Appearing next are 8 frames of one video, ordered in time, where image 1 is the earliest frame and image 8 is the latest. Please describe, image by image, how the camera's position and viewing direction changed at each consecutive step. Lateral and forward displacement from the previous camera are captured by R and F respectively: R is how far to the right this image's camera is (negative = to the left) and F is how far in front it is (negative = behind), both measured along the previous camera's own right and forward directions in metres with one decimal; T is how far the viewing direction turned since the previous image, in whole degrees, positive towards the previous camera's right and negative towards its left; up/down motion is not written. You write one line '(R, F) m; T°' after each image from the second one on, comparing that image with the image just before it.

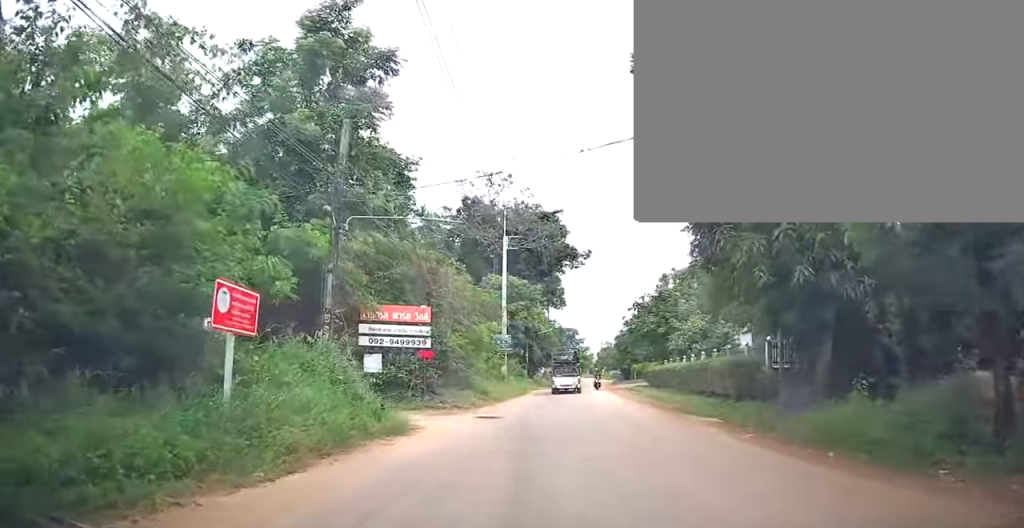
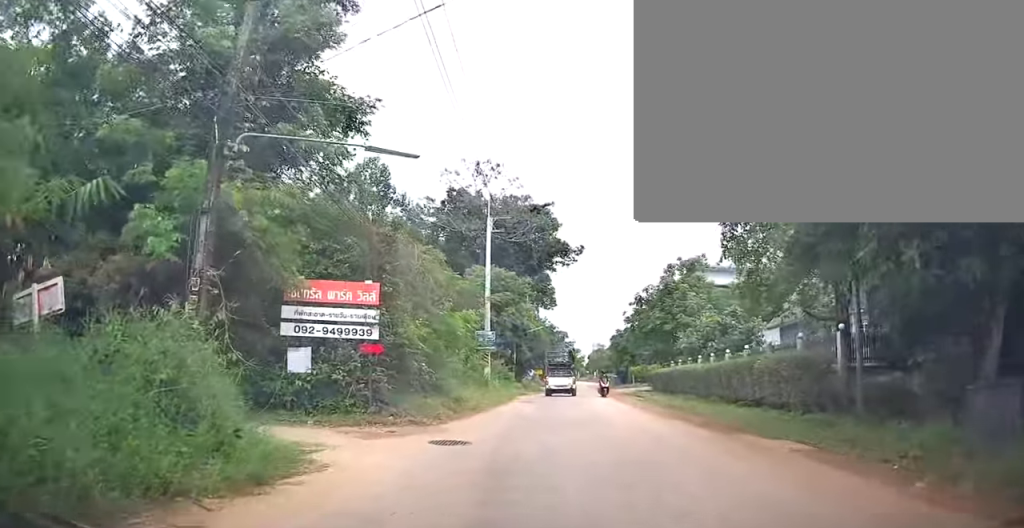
(0.0, +5.5) m; -1°
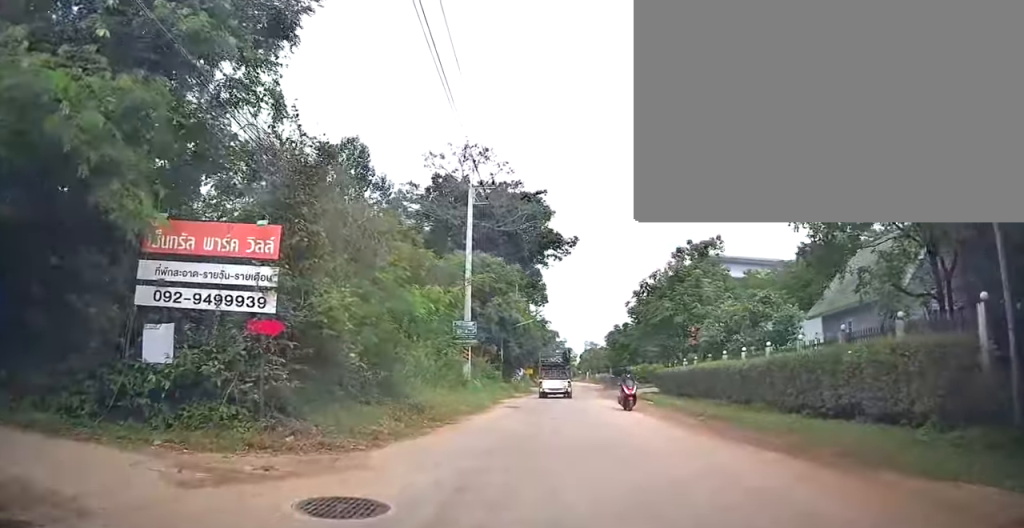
(-0.1, +5.6) m; 0°
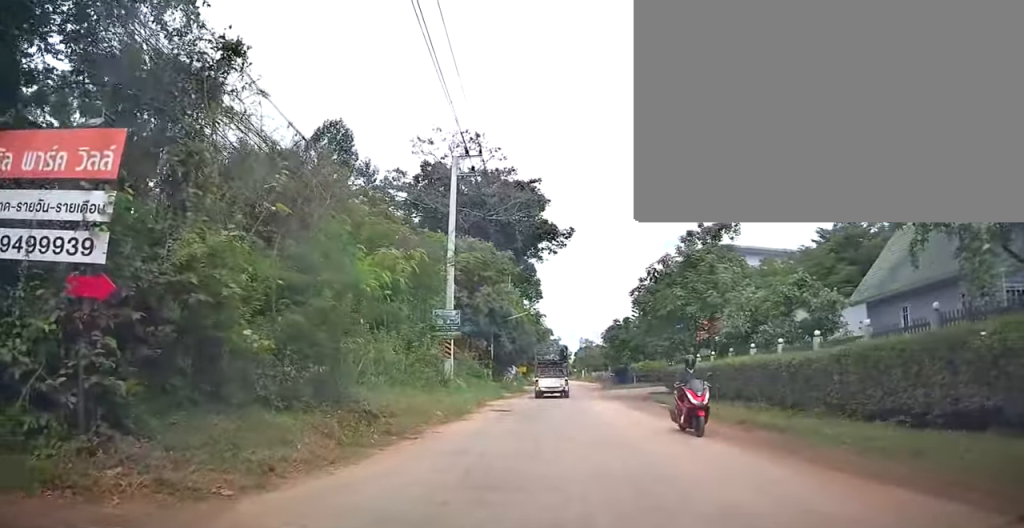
(-0.2, +4.0) m; +1°
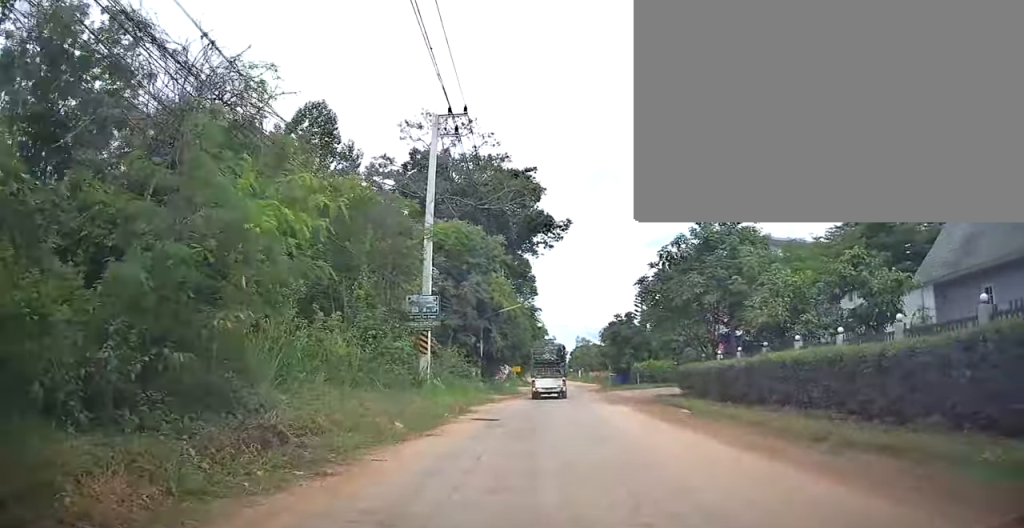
(+0.4, +3.9) m; 0°
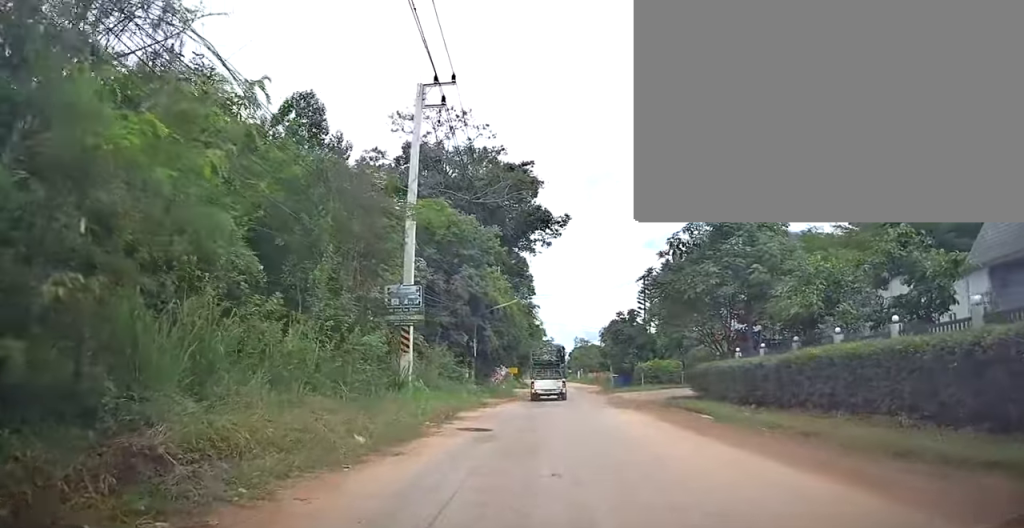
(+0.1, +2.6) m; -1°
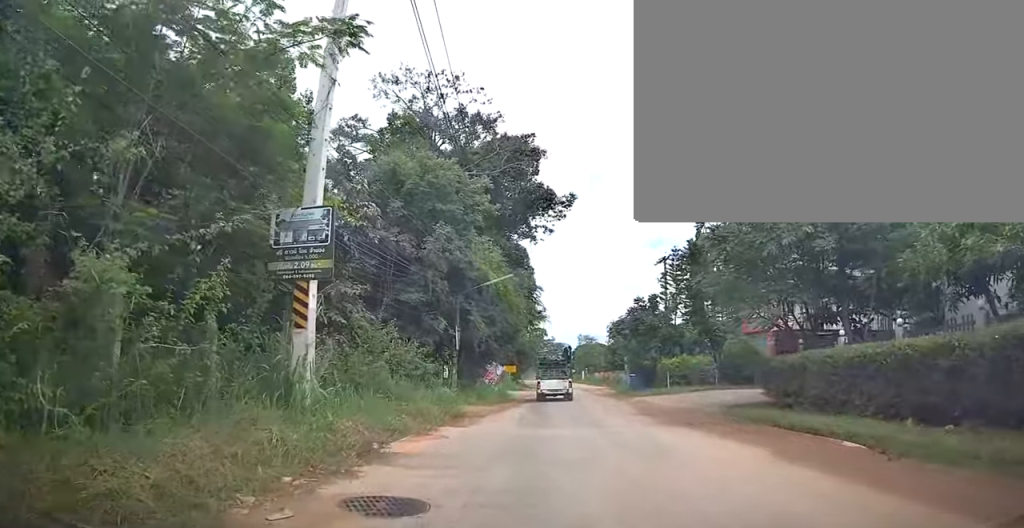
(-0.5, +8.4) m; -2°
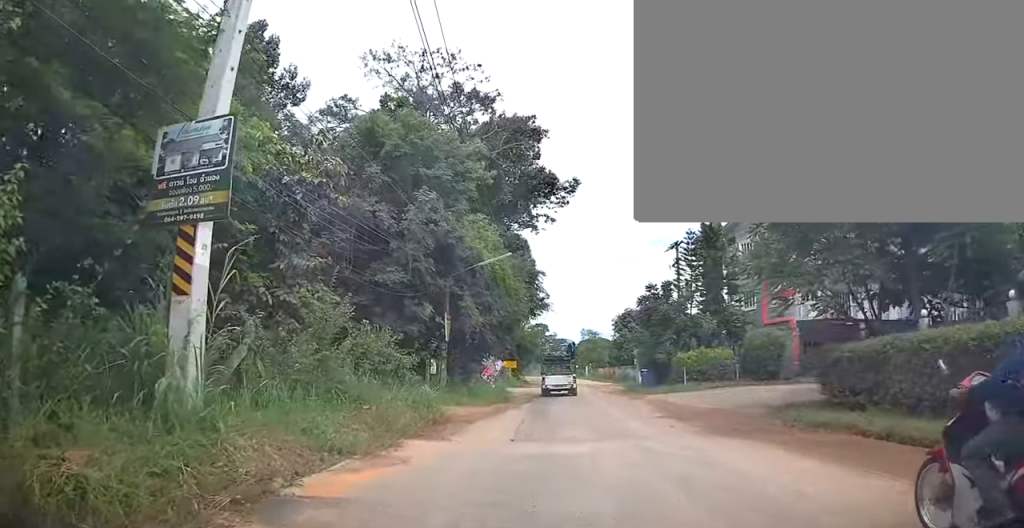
(0.0, +3.9) m; +1°
